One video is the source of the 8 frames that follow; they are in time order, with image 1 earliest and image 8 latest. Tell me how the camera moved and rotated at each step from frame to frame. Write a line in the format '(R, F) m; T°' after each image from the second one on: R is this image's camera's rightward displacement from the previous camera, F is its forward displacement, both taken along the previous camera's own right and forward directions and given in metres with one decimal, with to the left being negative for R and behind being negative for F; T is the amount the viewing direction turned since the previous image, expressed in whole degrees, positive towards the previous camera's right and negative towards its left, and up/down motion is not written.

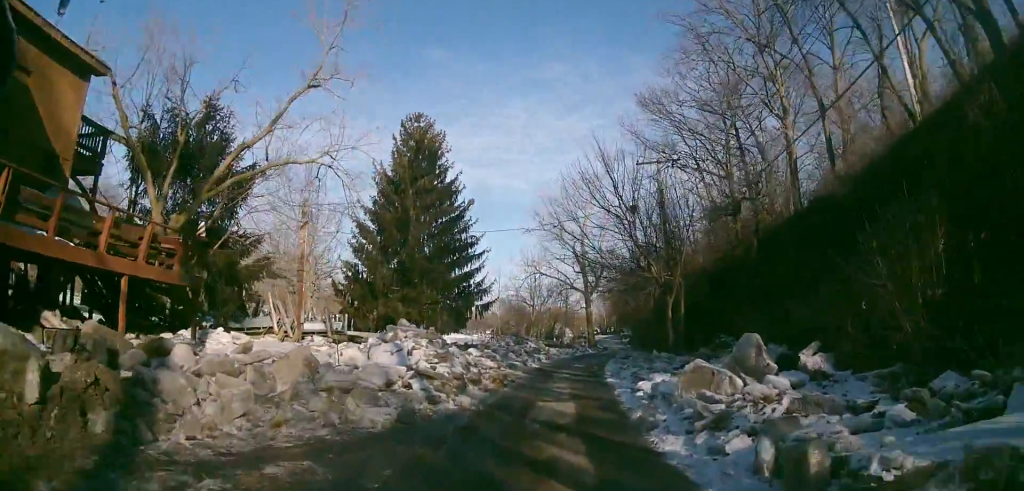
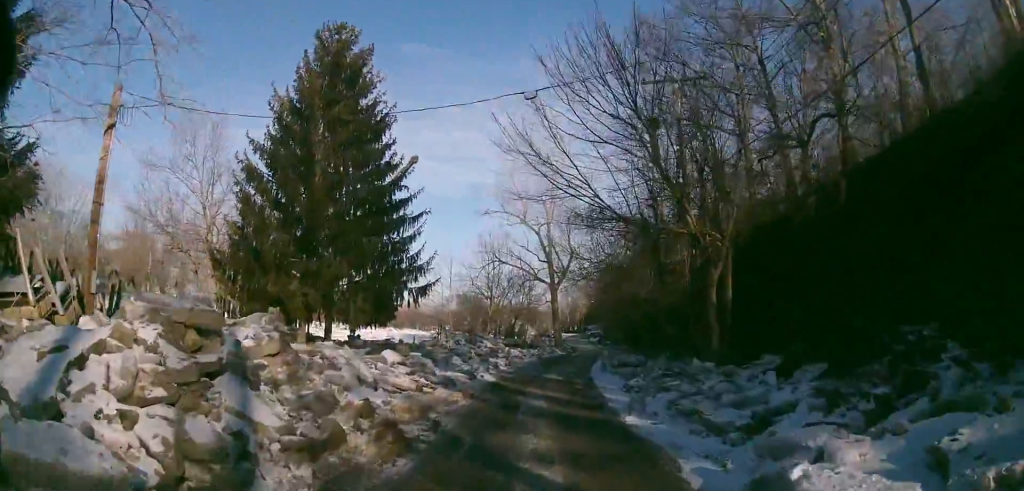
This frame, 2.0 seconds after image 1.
(-0.1, +10.0) m; -4°
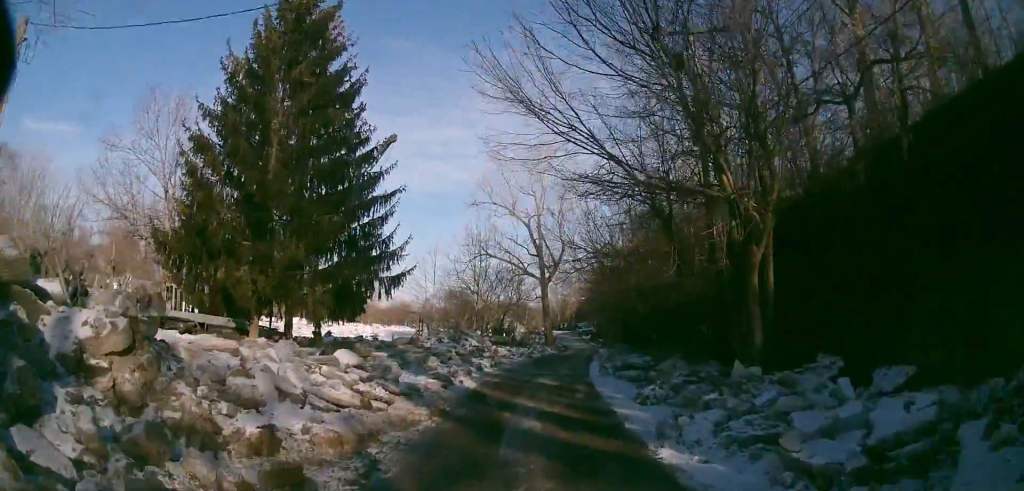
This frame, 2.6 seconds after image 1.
(-0.2, +3.7) m; -2°
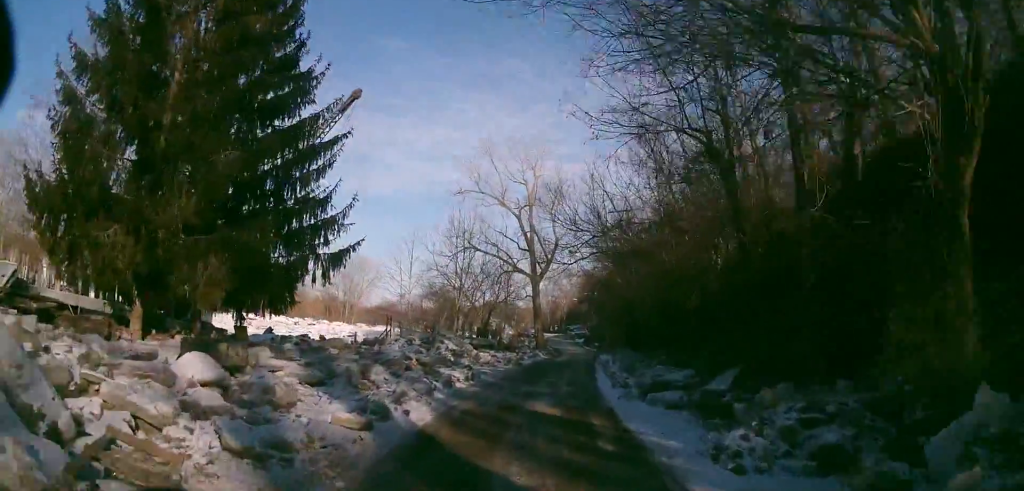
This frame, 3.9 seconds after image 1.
(-0.1, +6.9) m; -1°
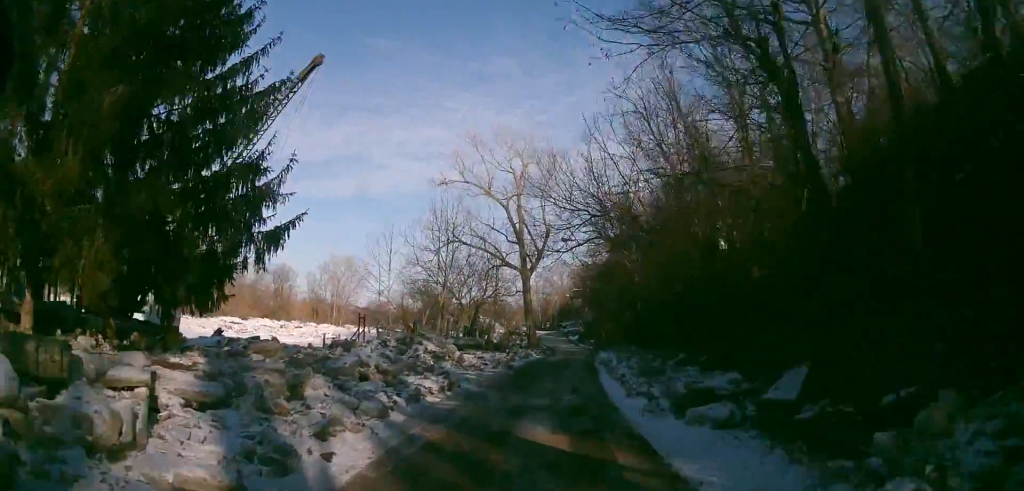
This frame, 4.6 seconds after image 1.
(0.0, +4.2) m; +2°
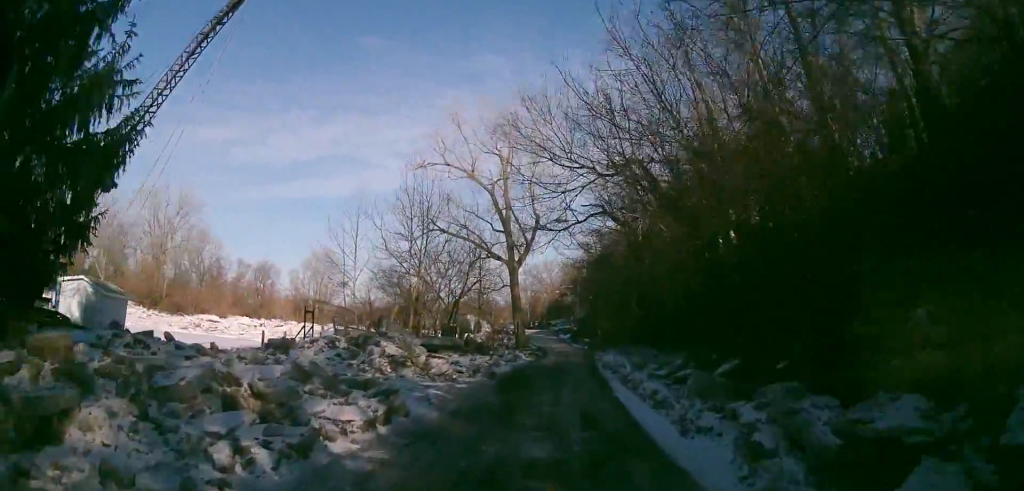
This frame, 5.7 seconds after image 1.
(+0.3, +6.4) m; +1°
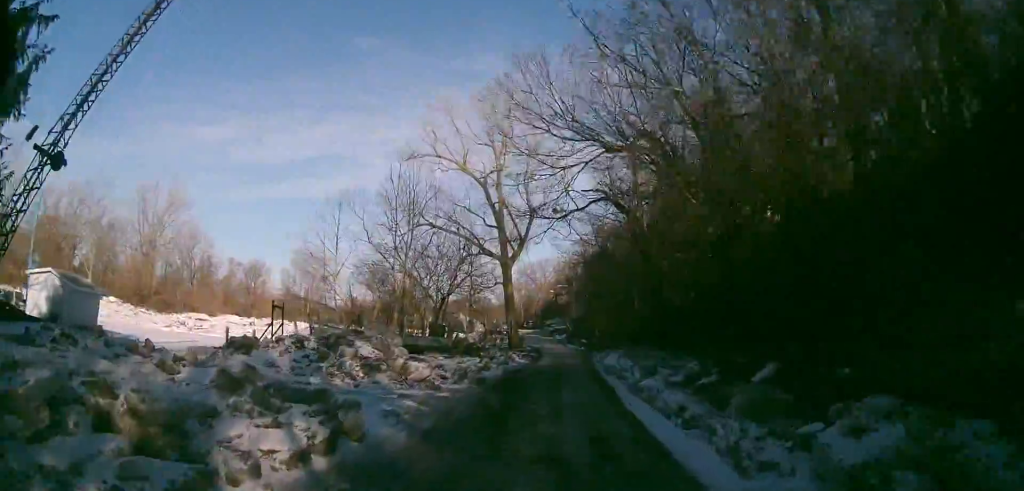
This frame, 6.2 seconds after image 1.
(0.0, +2.8) m; -1°
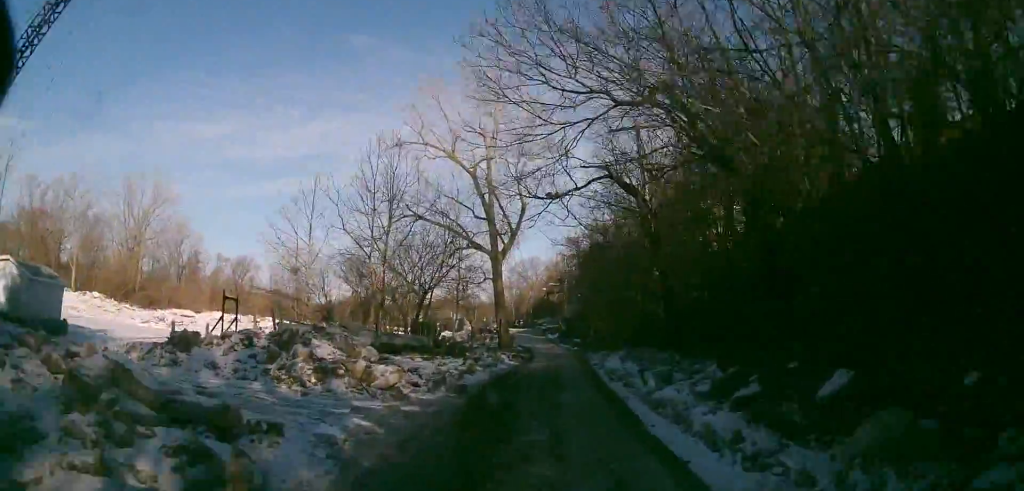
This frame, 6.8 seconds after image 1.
(-0.1, +3.4) m; -2°
